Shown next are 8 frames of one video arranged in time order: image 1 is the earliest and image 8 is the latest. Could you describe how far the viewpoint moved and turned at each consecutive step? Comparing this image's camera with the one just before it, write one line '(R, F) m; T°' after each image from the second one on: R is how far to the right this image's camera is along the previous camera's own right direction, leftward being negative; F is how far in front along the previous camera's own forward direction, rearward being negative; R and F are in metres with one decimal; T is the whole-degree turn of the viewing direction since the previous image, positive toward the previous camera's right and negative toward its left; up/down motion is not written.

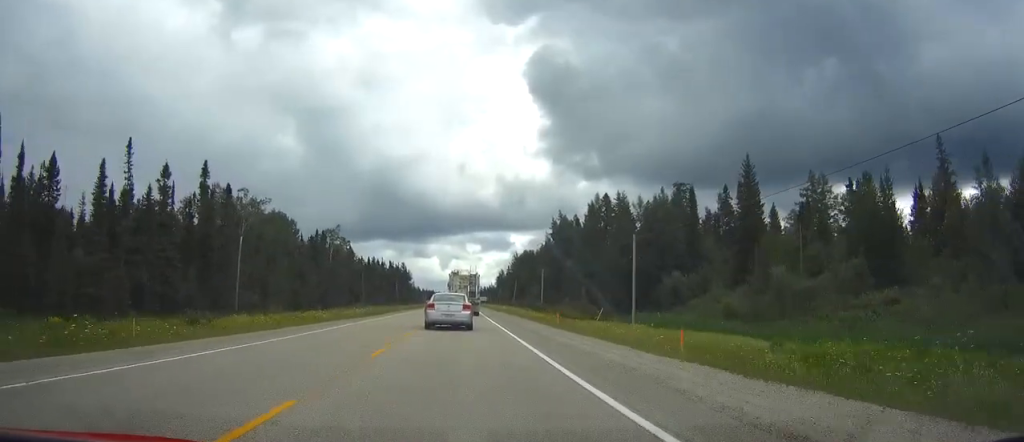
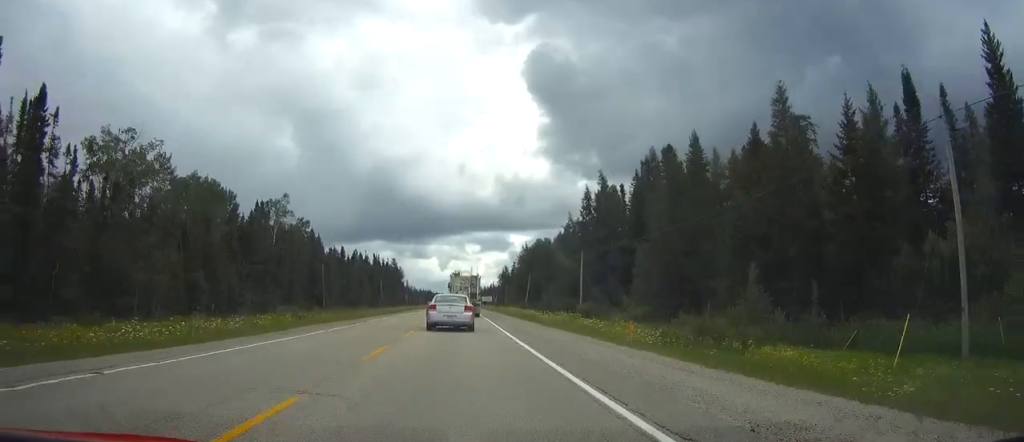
(-0.2, +44.3) m; 0°
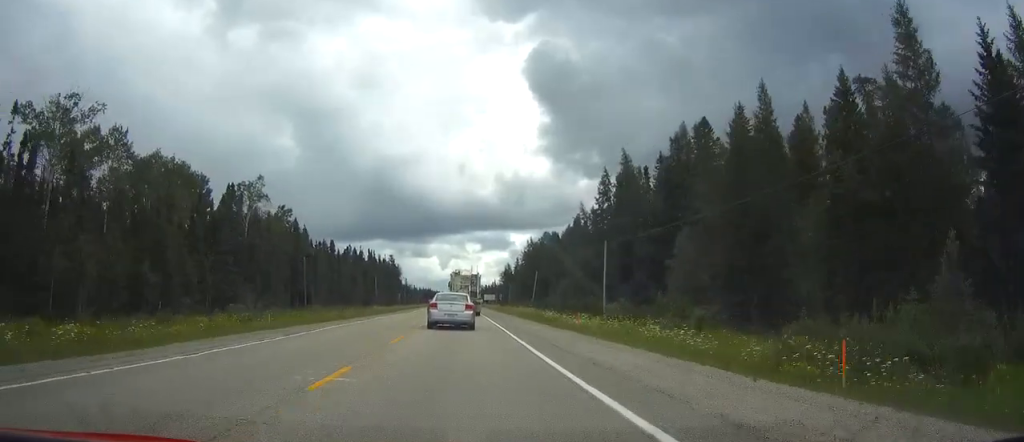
(0.0, +14.3) m; 0°
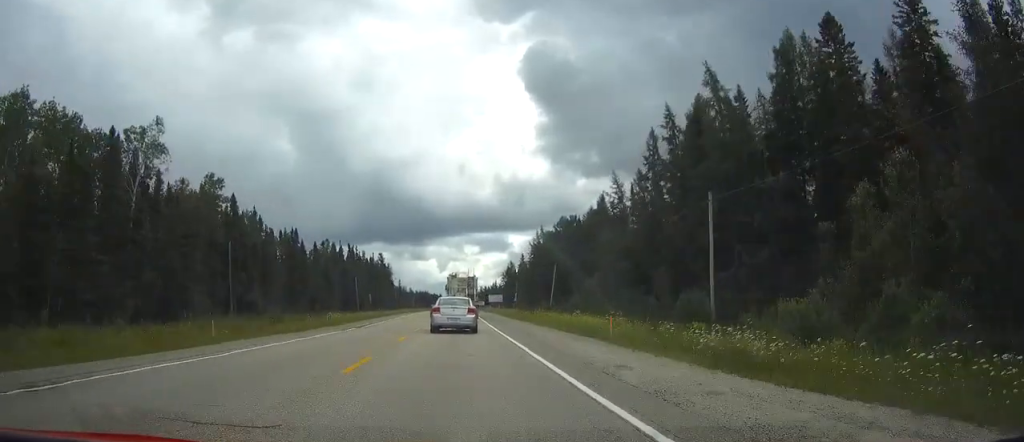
(0.0, +32.9) m; 0°
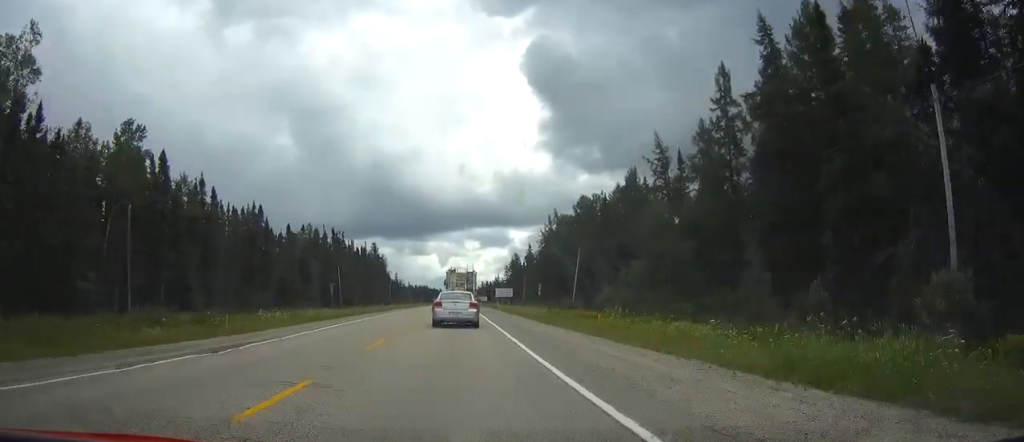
(+0.1, +22.9) m; 0°
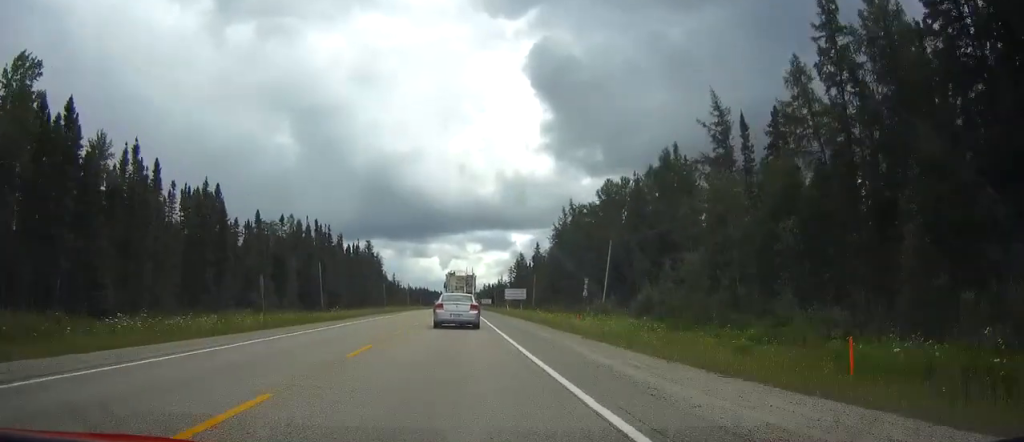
(0.0, +19.6) m; 0°
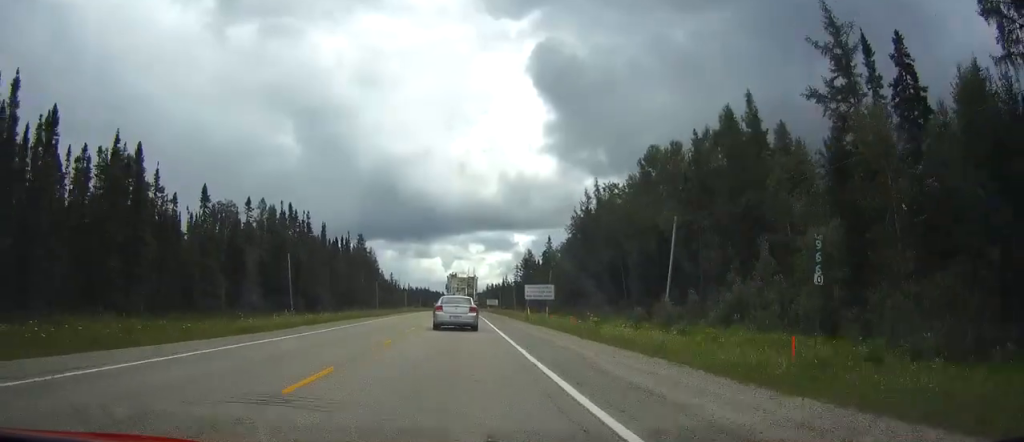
(-0.1, +23.2) m; 0°
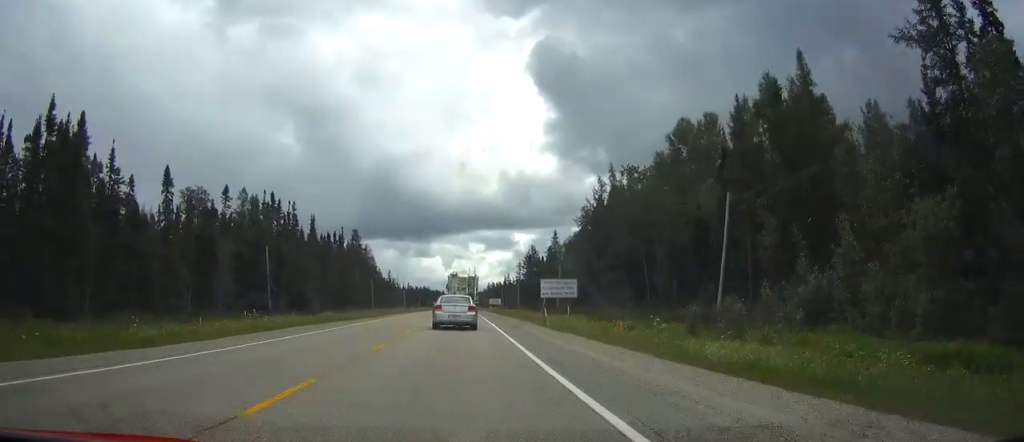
(0.0, +11.2) m; 0°
